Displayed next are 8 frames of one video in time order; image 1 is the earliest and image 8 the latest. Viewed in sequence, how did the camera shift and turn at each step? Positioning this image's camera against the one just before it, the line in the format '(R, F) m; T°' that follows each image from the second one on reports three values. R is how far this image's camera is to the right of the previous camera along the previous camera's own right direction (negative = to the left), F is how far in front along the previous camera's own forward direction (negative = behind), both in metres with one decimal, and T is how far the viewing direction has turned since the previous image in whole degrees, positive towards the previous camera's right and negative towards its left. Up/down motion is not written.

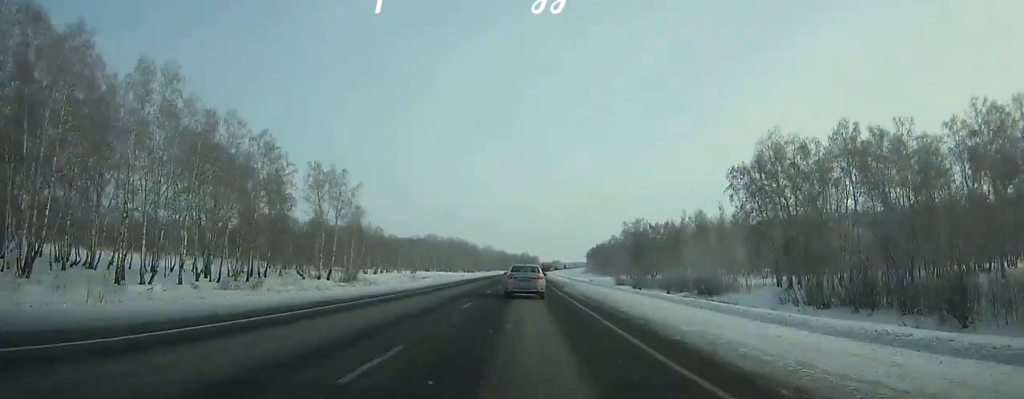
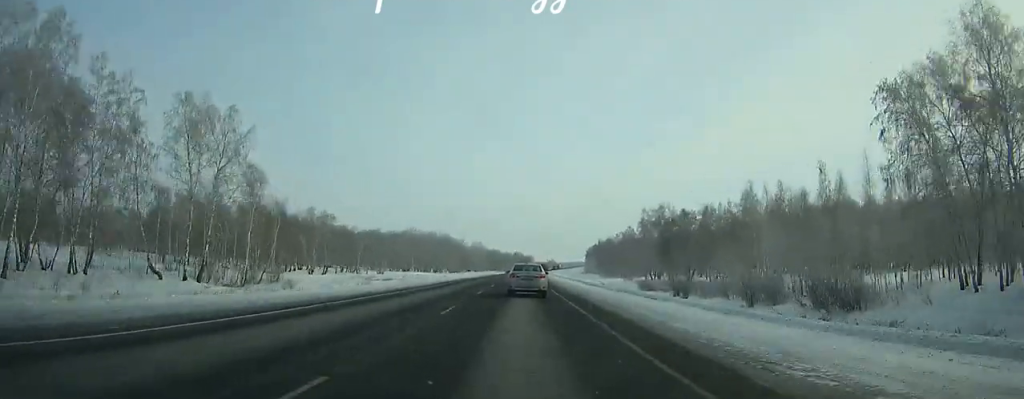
(+0.2, +38.5) m; +1°
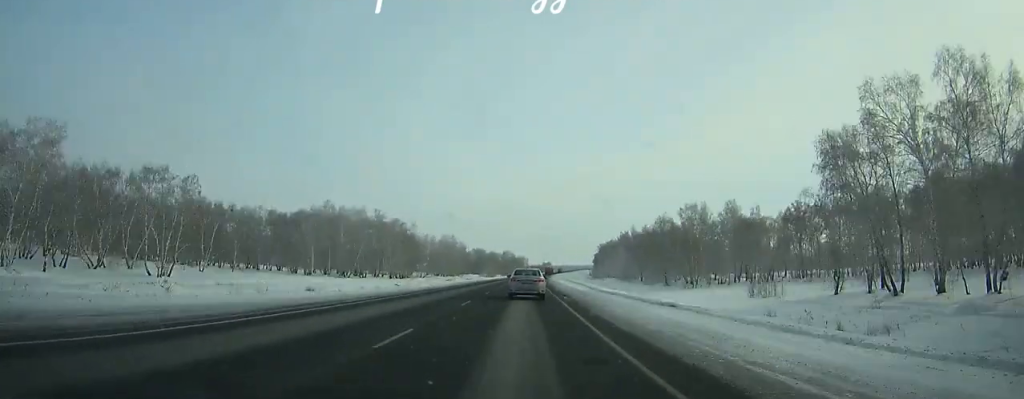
(+1.1, +102.2) m; +2°
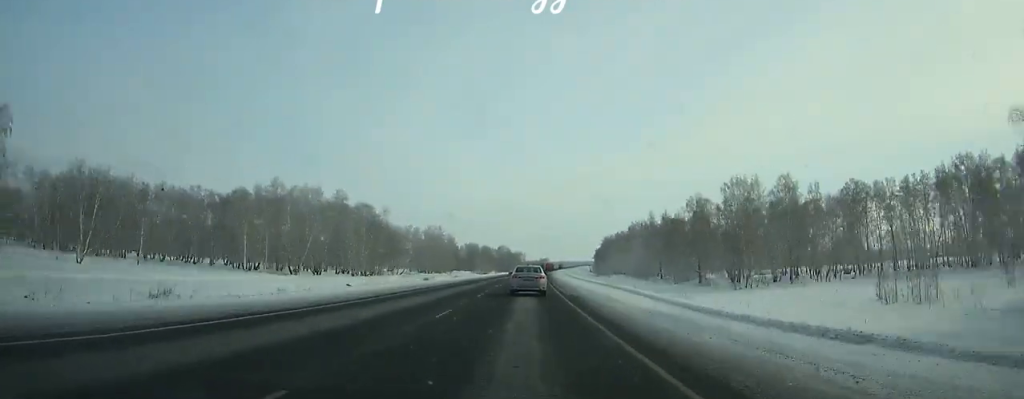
(-0.3, +30.6) m; +1°
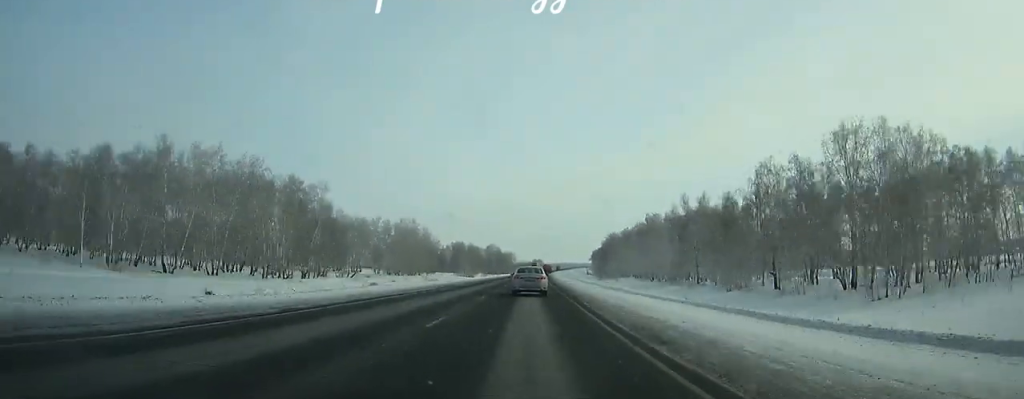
(+0.9, +38.1) m; 0°
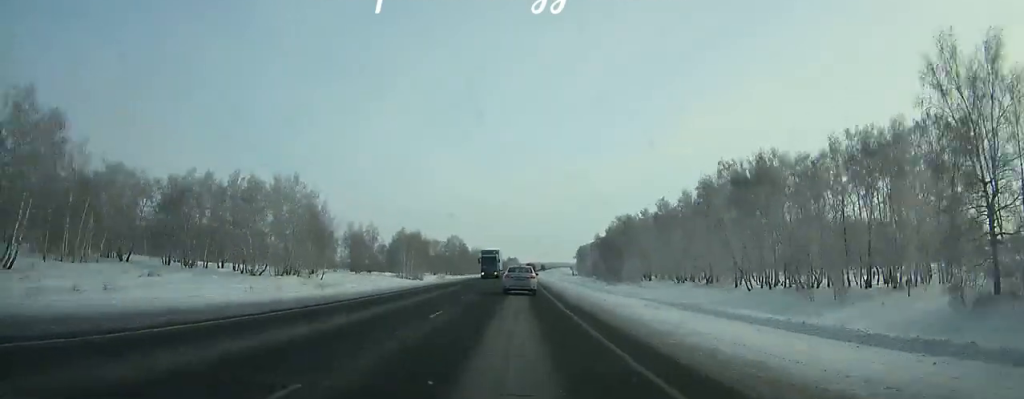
(+0.6, +81.1) m; +1°
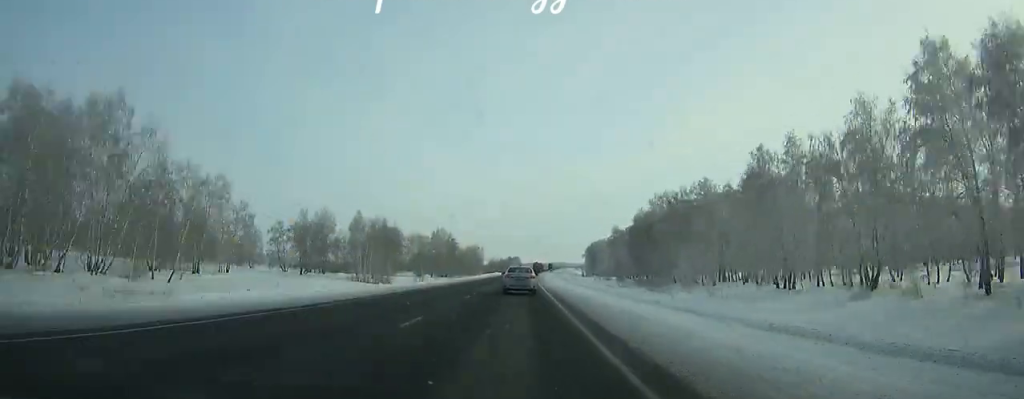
(-0.1, +50.3) m; 0°
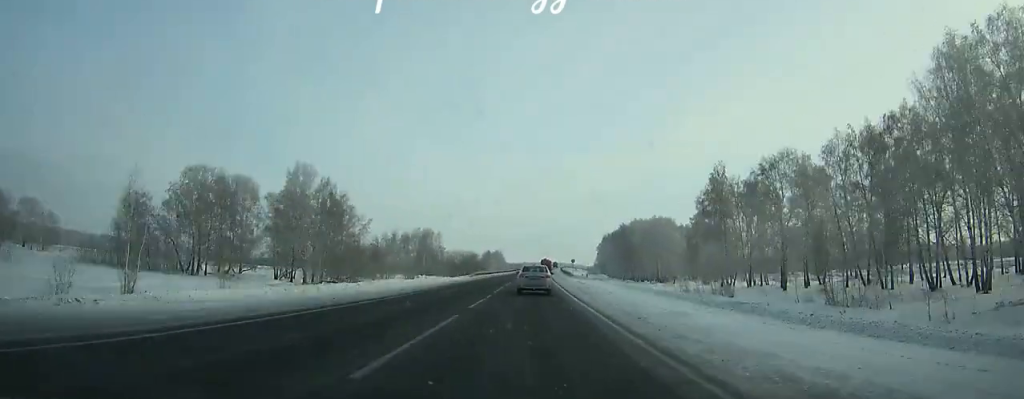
(+2.7, +131.1) m; +3°
